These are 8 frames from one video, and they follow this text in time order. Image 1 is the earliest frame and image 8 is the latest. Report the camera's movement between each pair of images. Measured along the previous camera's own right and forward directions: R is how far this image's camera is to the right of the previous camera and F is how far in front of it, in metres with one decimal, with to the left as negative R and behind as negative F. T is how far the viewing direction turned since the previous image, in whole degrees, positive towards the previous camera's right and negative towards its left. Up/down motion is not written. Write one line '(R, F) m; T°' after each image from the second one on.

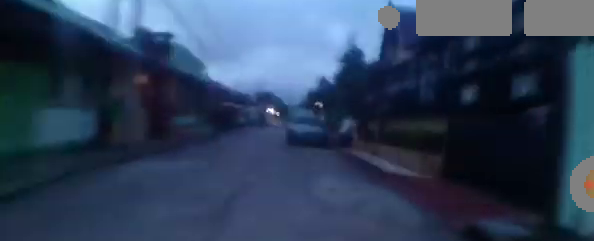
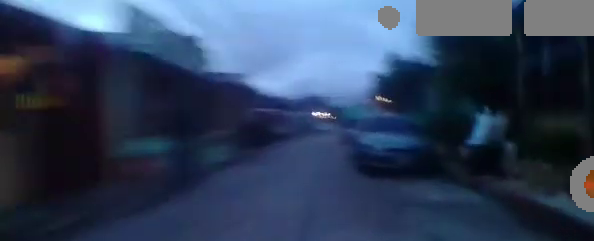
(-0.2, +7.5) m; -4°
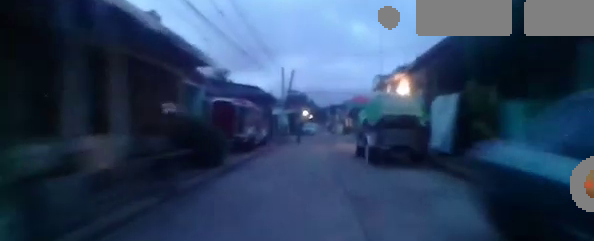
(-0.6, +8.7) m; -9°
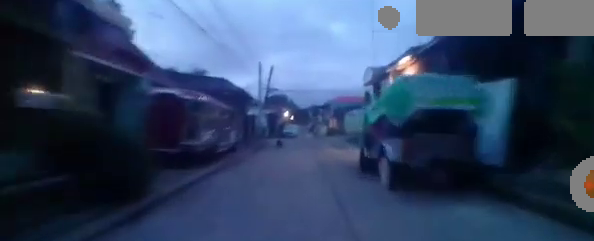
(0.0, +3.3) m; -4°
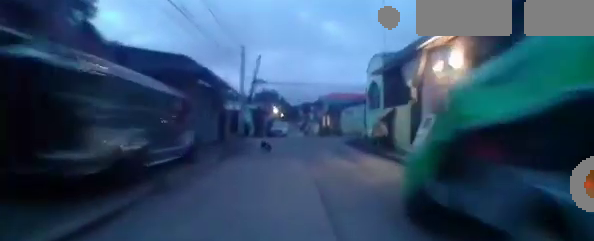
(-0.5, +4.2) m; +3°
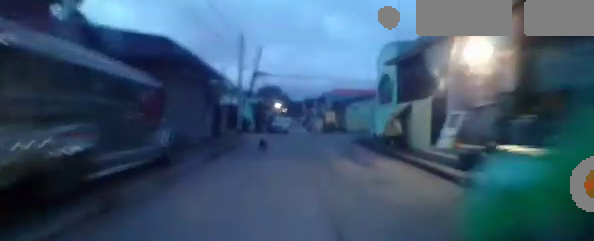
(+0.3, +1.8) m; +3°
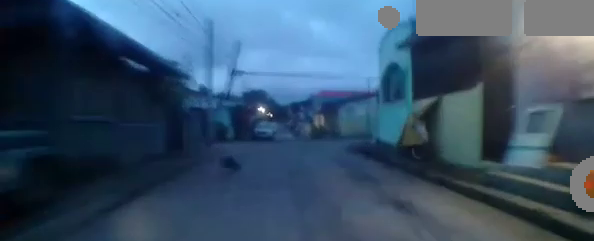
(+0.4, +3.8) m; +4°
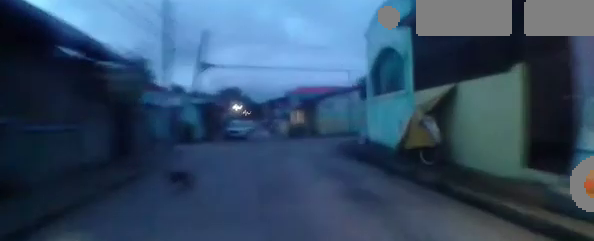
(-0.2, +2.1) m; 0°
